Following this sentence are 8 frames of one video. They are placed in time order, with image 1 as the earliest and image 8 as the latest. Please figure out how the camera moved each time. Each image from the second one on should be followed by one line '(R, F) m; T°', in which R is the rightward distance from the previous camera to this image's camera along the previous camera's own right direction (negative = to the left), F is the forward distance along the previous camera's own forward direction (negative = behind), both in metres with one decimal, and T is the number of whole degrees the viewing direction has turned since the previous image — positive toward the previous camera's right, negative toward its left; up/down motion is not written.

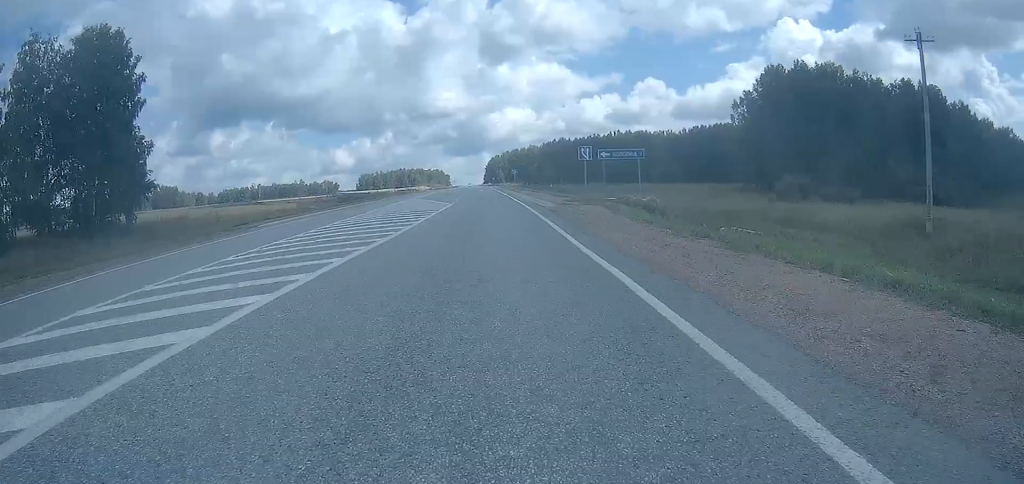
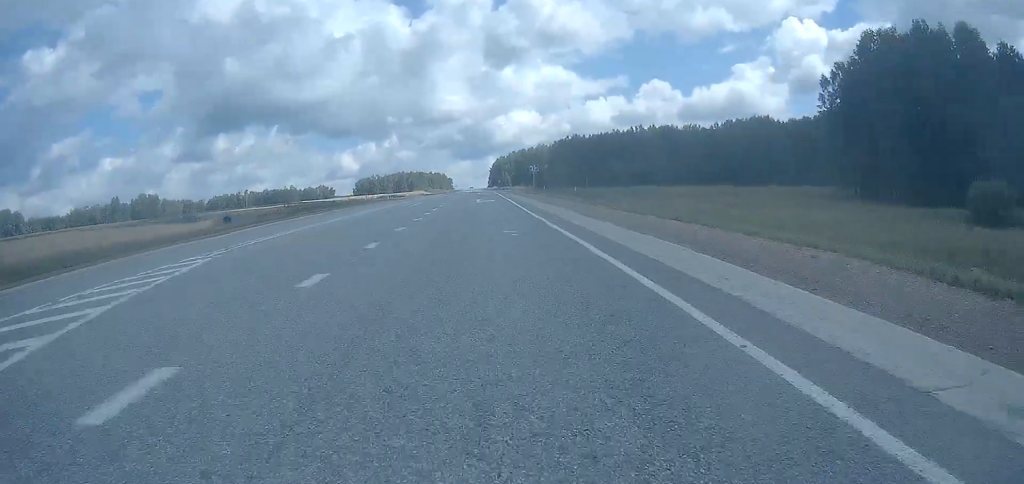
(-0.1, +37.0) m; 0°
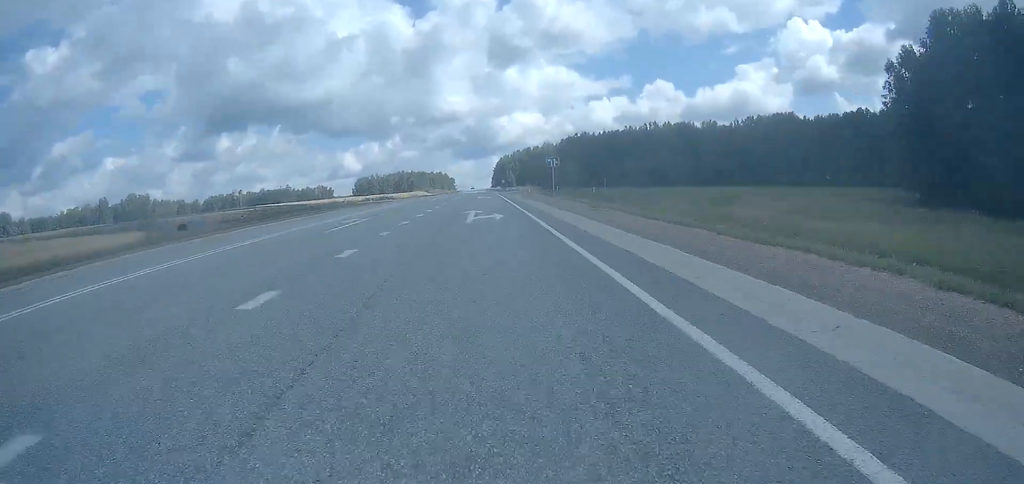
(0.0, +17.8) m; 0°
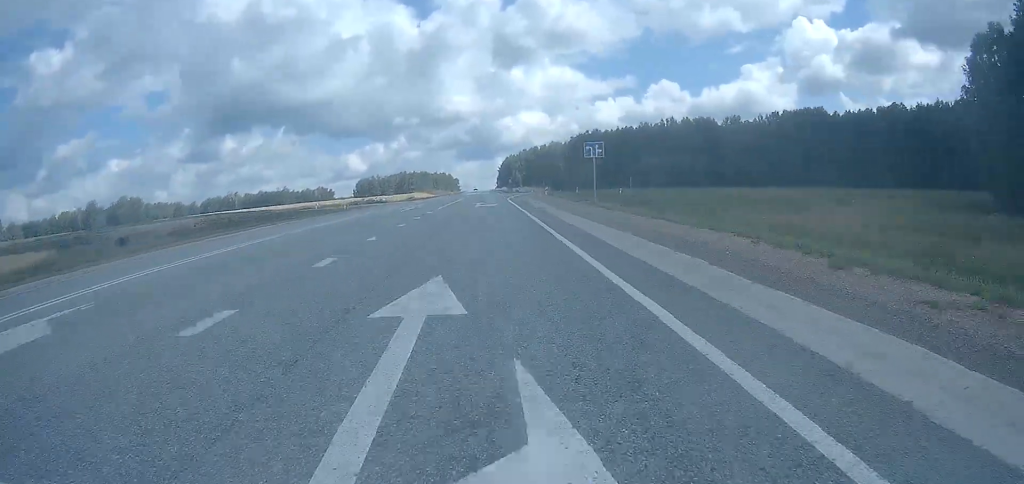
(0.0, +18.0) m; 0°
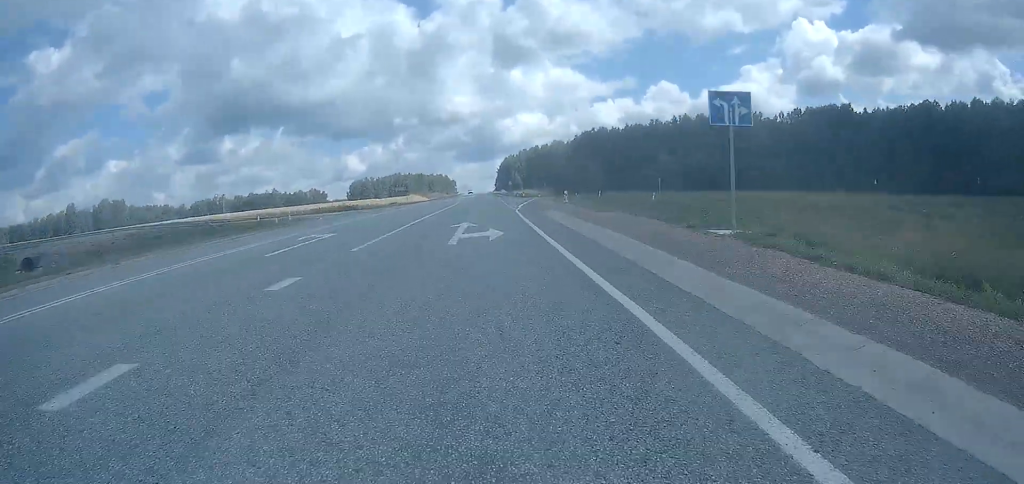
(+0.1, +18.3) m; 0°
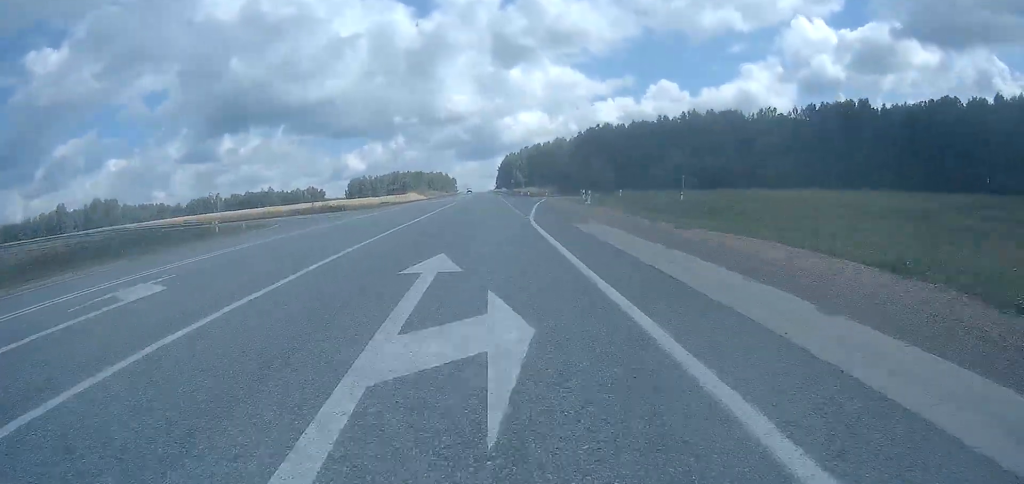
(+0.1, +9.8) m; 0°
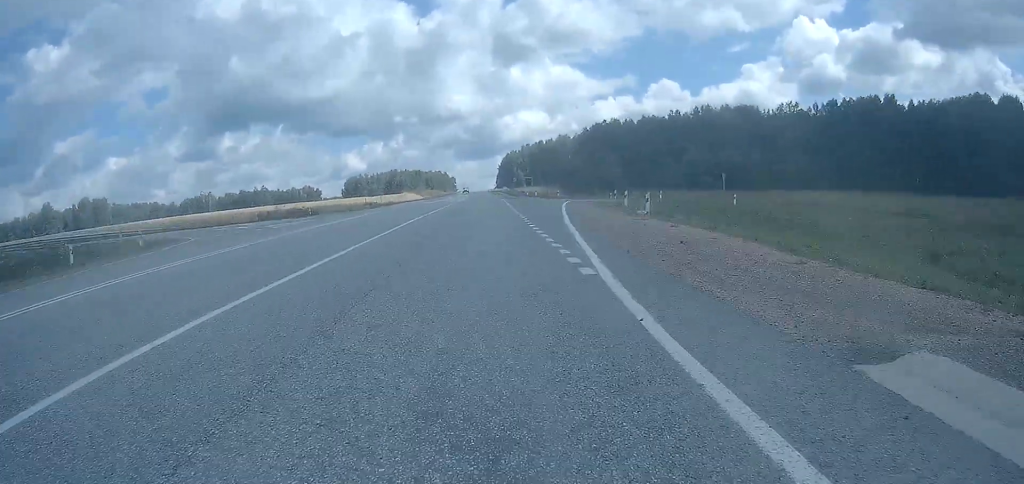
(-0.1, +12.8) m; 0°
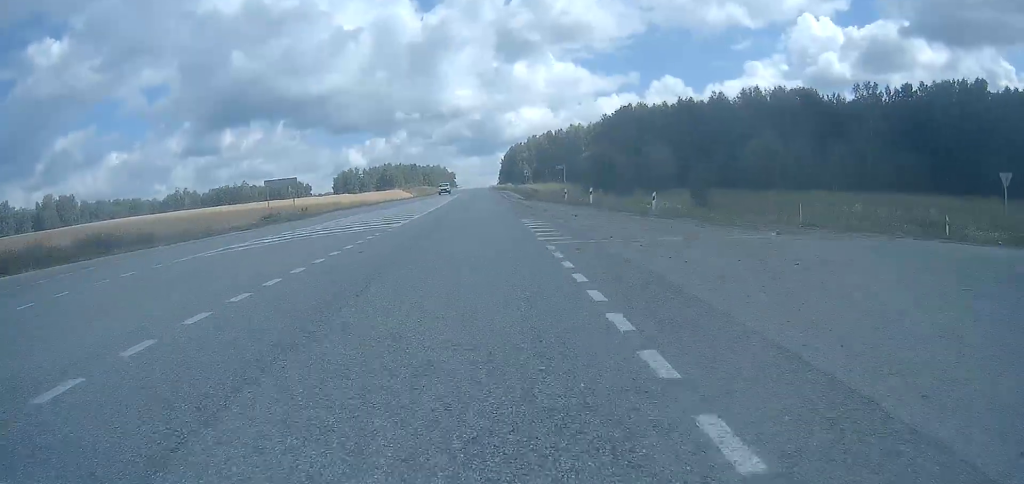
(-0.4, +35.9) m; -1°
